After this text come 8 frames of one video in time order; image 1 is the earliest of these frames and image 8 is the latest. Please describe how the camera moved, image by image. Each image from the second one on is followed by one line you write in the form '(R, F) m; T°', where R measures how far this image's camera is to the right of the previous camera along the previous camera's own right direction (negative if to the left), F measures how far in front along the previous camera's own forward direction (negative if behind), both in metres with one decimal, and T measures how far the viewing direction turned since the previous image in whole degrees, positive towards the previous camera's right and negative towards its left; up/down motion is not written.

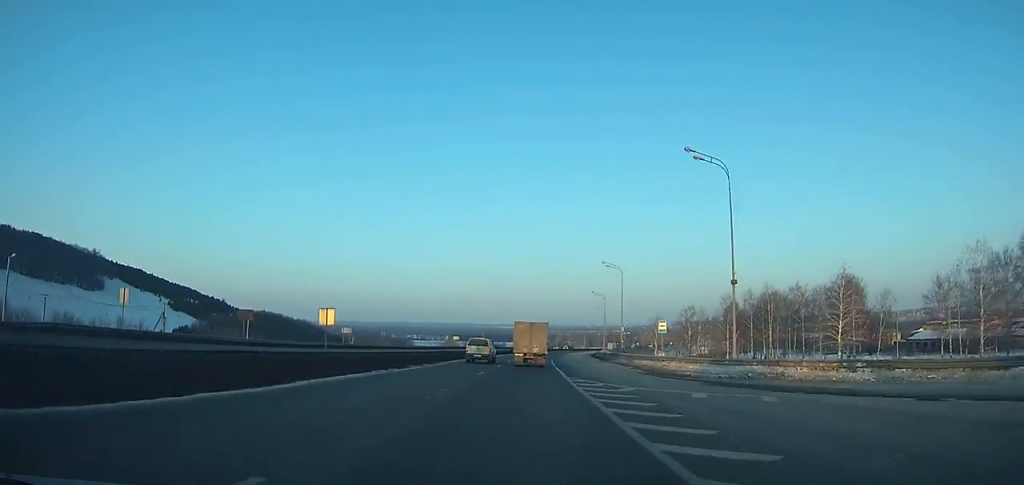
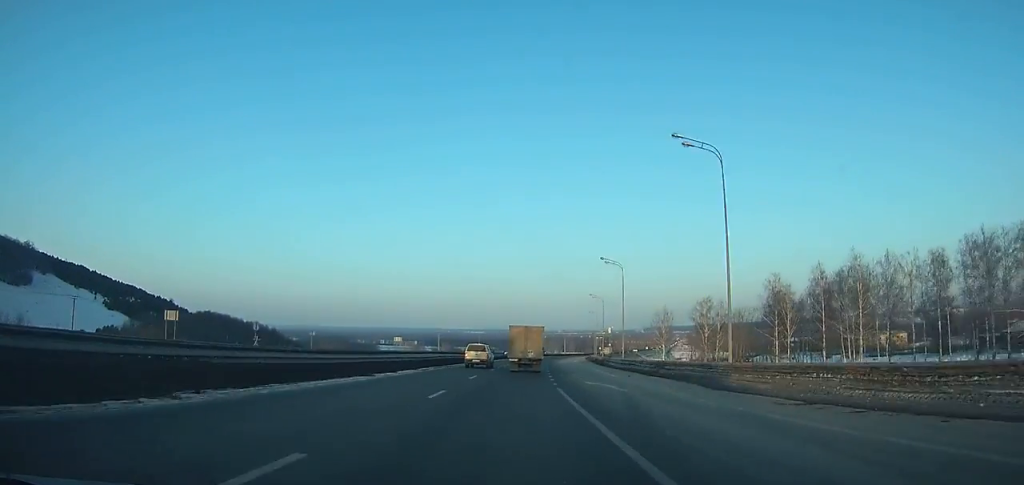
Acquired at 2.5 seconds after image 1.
(+1.0, +45.6) m; +2°
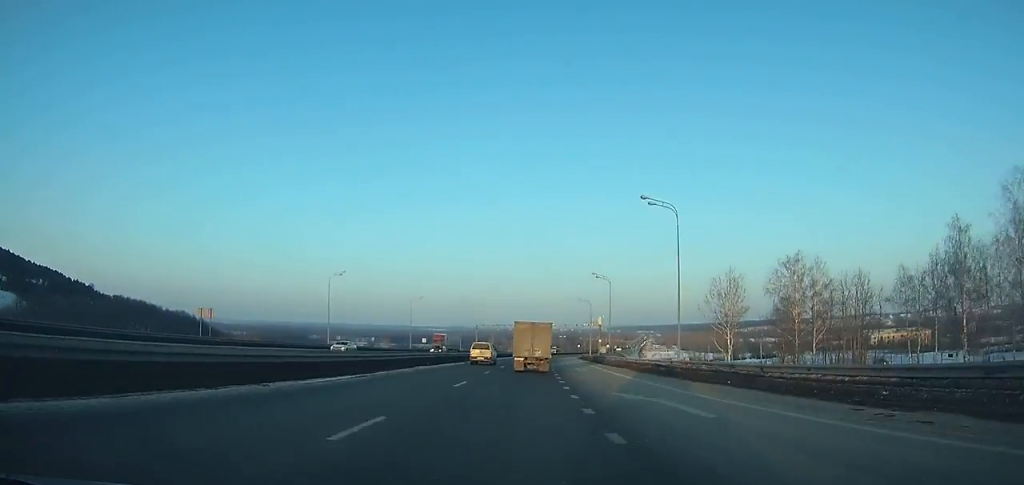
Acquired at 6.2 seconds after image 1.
(+2.0, +67.2) m; +3°
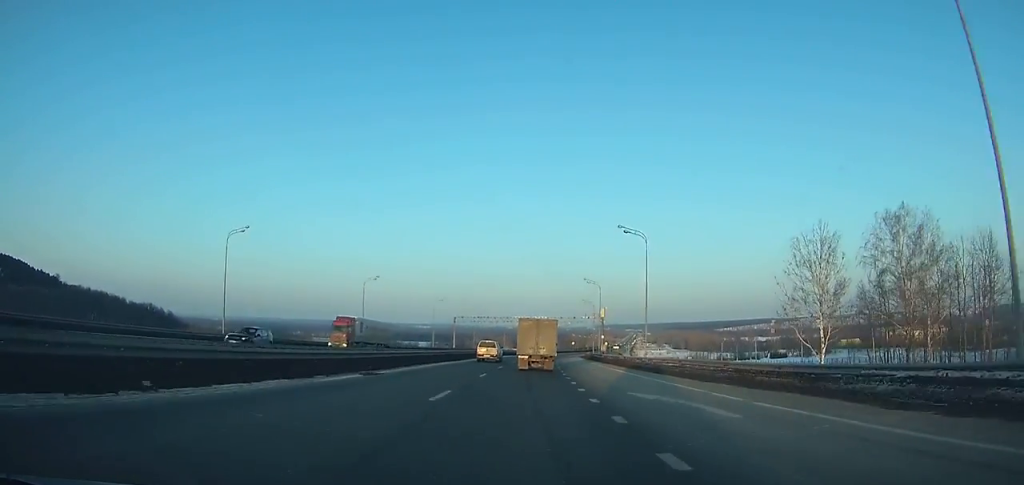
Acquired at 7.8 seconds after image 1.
(+0.3, +29.0) m; +2°
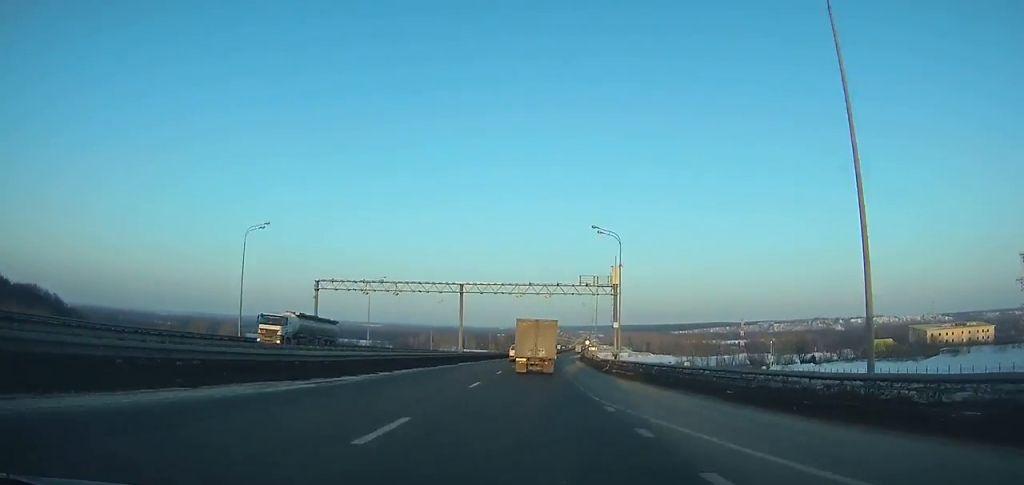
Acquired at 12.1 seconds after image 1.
(+3.4, +78.1) m; +5°
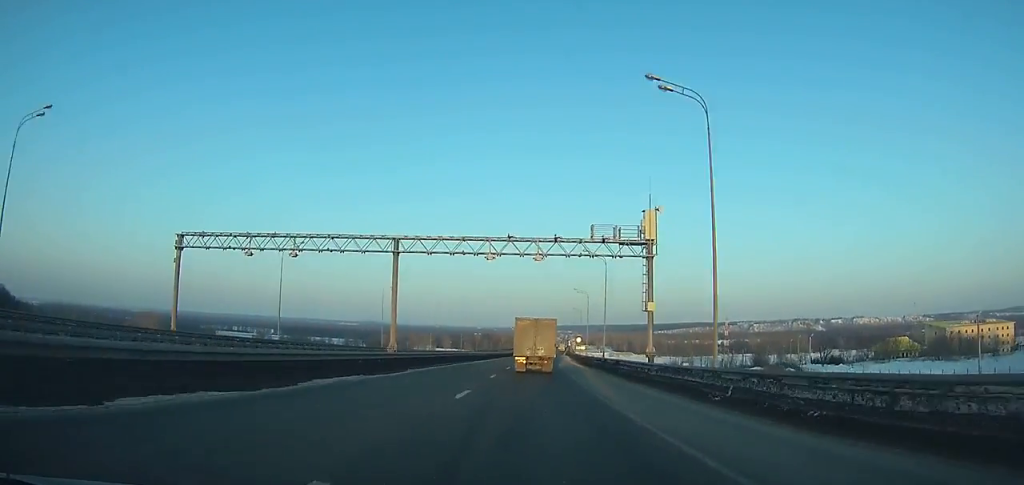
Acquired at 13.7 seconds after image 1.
(+0.4, +29.6) m; +2°
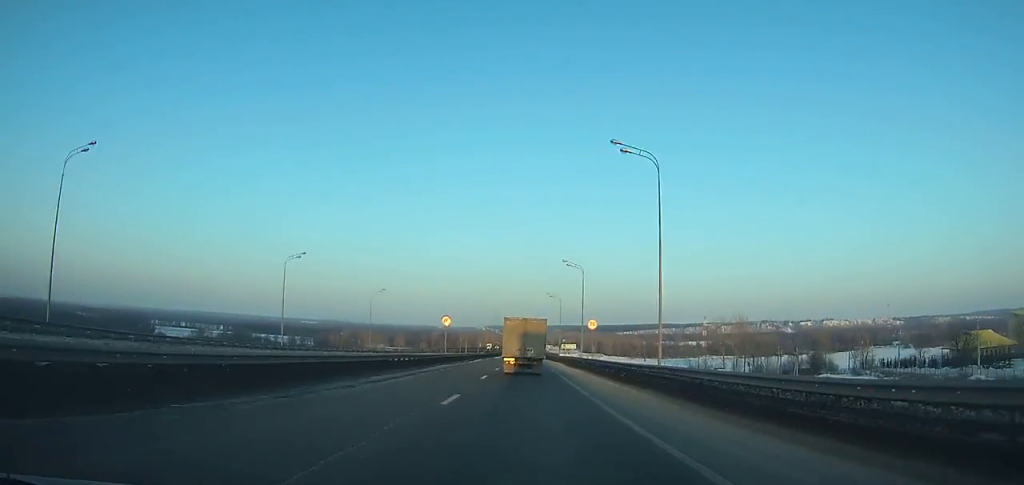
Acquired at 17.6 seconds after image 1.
(+2.9, +73.9) m; +3°
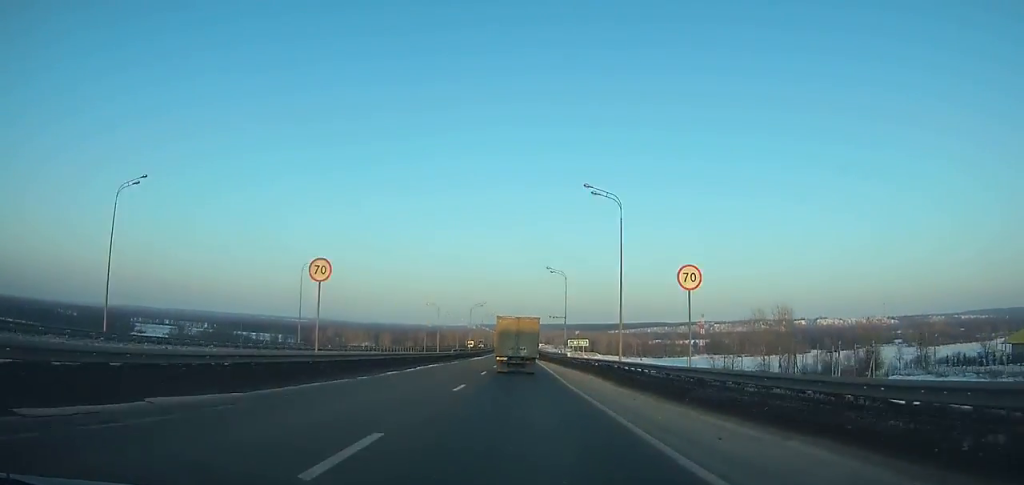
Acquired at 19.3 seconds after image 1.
(+0.4, +32.9) m; +1°
